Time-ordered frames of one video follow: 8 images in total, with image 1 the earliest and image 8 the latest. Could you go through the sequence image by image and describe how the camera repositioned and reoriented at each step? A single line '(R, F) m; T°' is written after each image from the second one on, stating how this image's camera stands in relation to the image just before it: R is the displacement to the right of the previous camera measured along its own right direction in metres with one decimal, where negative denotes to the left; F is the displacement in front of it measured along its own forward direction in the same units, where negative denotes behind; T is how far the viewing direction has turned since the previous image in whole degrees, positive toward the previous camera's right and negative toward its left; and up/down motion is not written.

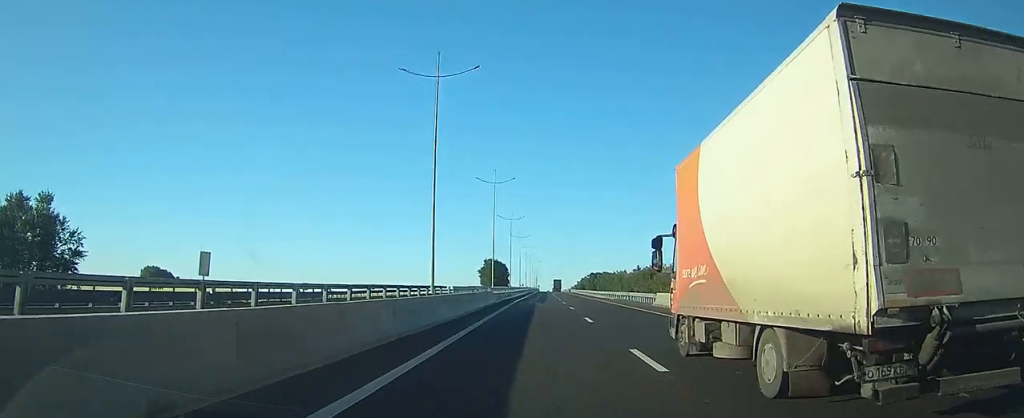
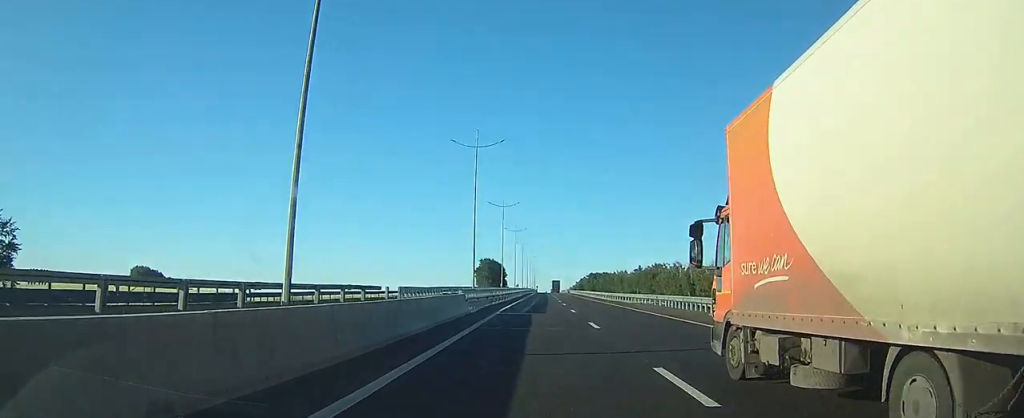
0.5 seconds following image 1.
(+0.1, +14.7) m; 0°
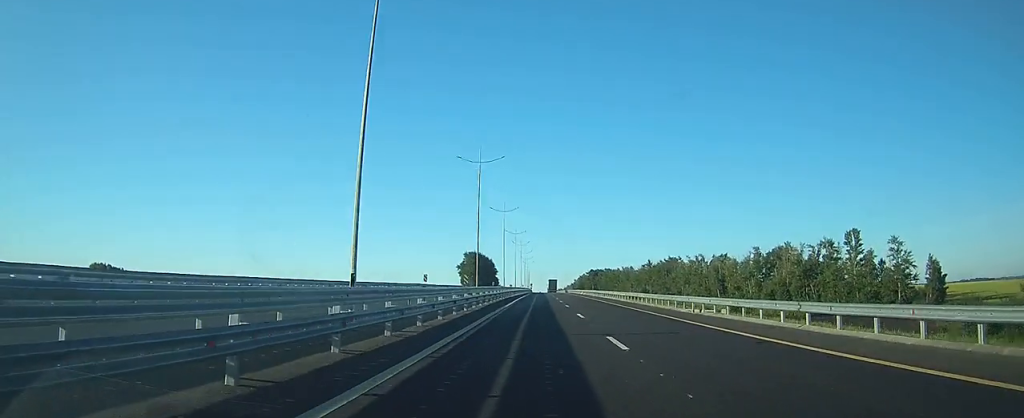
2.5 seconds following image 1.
(+0.2, +54.8) m; +1°
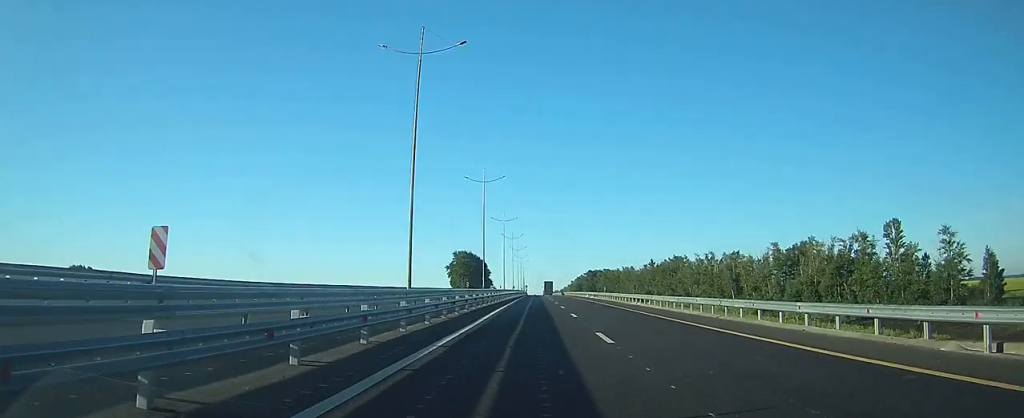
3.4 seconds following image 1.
(+0.1, +22.6) m; +1°
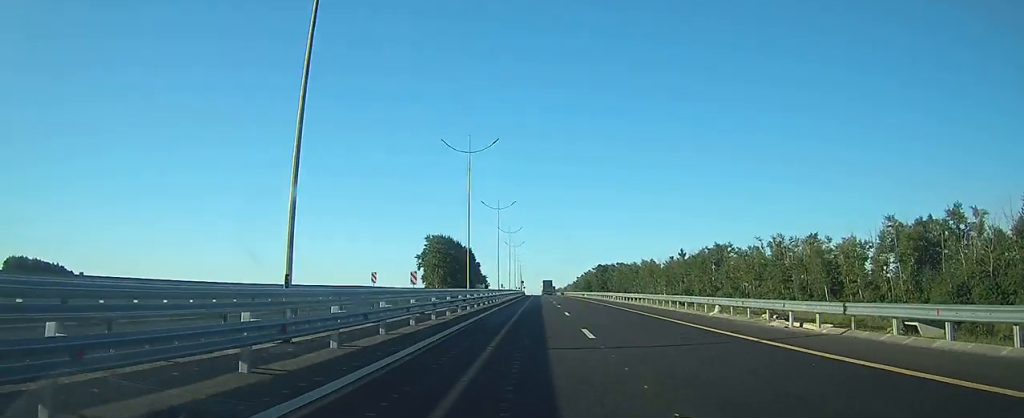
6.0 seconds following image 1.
(+0.2, +71.0) m; 0°
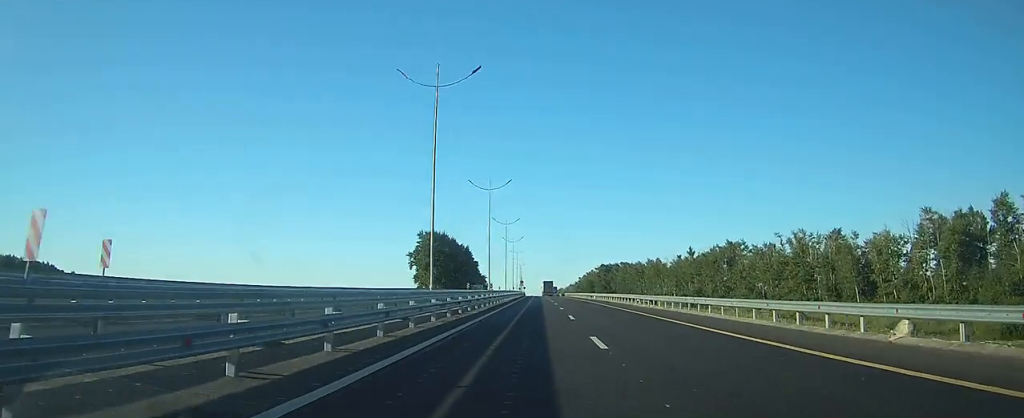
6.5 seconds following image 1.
(0.0, +14.3) m; 0°
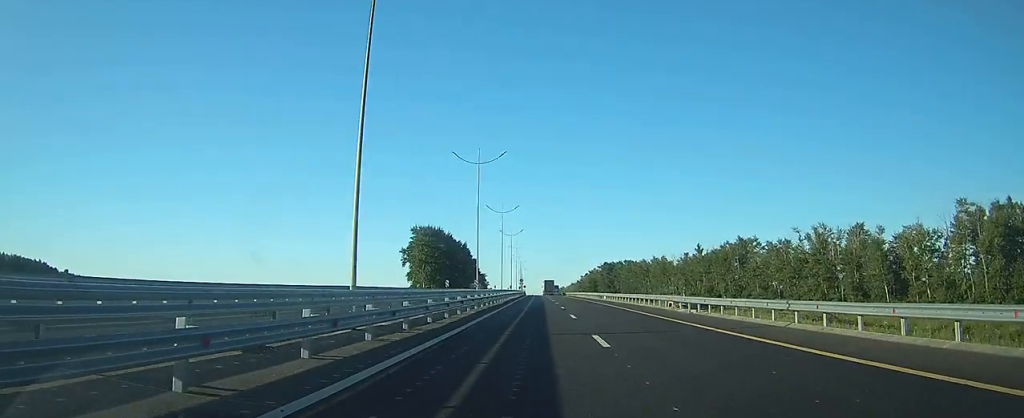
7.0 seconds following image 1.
(0.0, +11.6) m; 0°
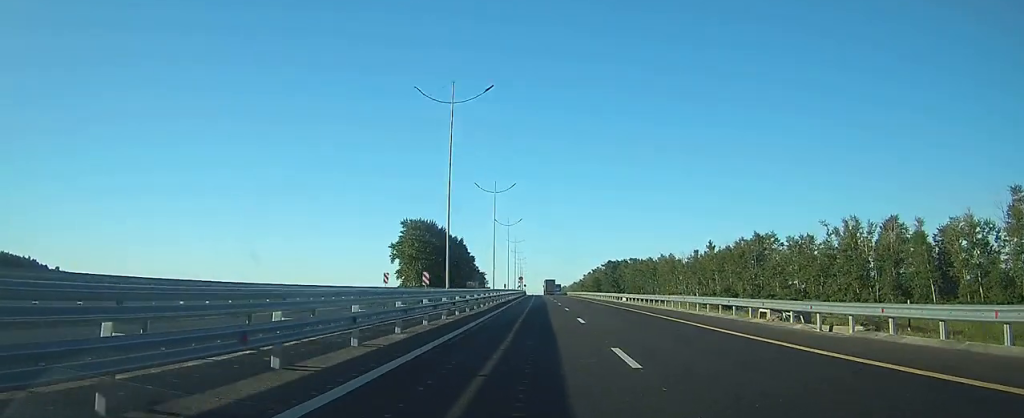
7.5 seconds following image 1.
(0.0, +15.2) m; 0°
